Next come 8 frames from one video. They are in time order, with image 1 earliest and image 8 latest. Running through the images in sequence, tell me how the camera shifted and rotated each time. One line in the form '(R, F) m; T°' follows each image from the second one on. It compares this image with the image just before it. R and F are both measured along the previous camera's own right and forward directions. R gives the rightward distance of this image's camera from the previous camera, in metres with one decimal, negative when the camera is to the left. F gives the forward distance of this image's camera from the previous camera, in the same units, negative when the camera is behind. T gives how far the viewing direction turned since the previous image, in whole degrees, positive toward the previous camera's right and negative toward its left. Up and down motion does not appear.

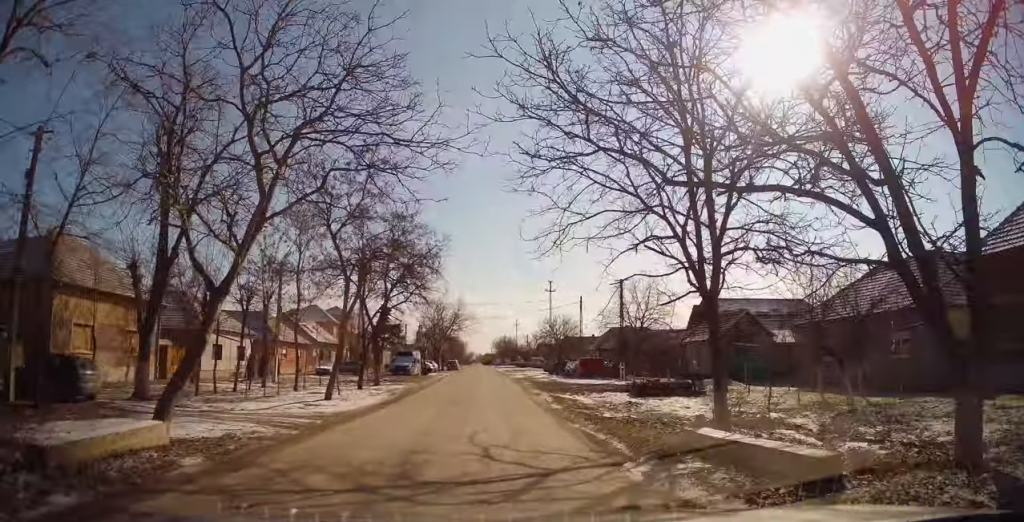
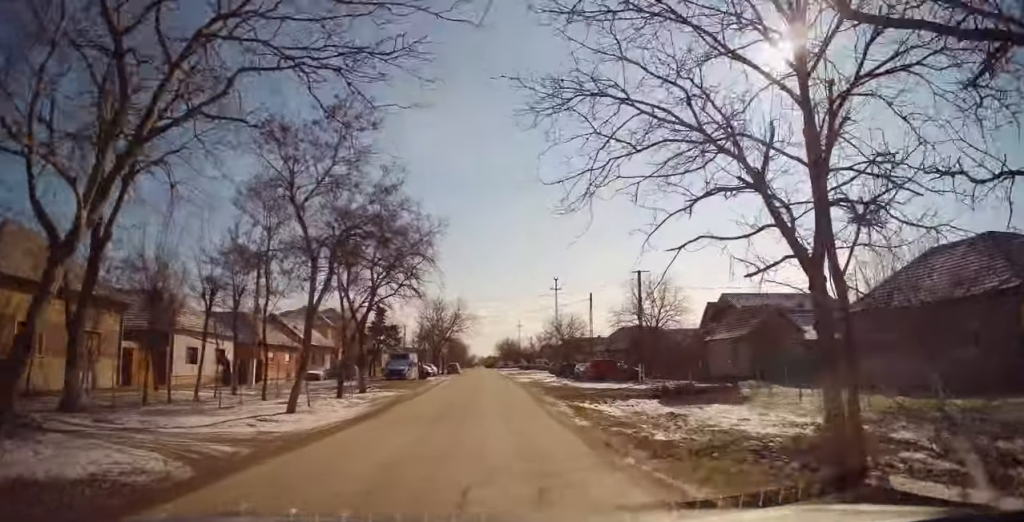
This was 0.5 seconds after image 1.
(-0.2, +3.4) m; 0°
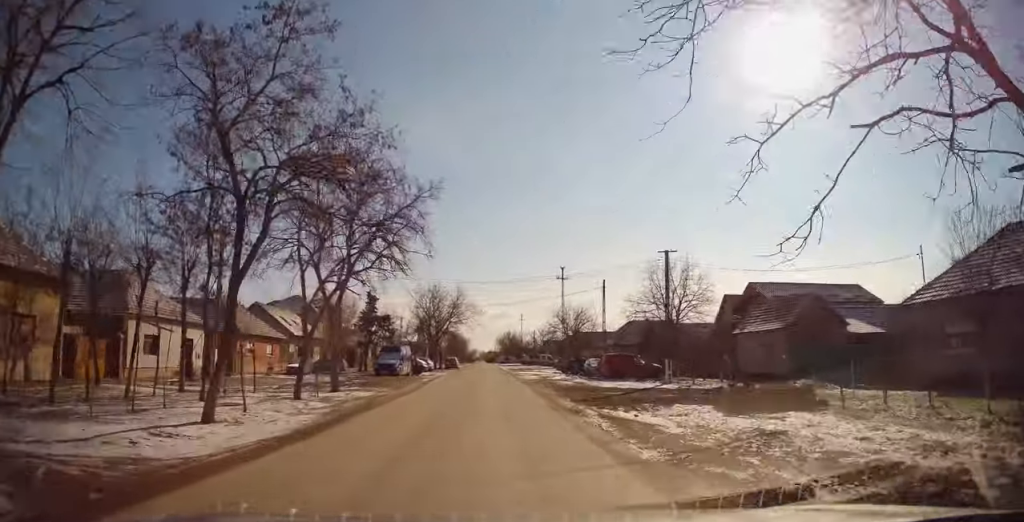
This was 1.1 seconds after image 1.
(+0.1, +4.4) m; +1°
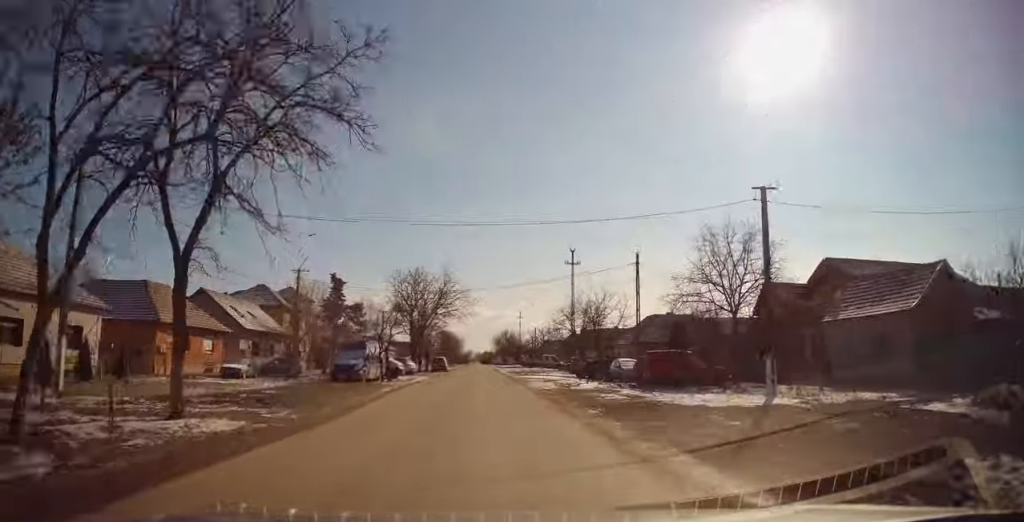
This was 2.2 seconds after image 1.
(+0.1, +9.8) m; 0°
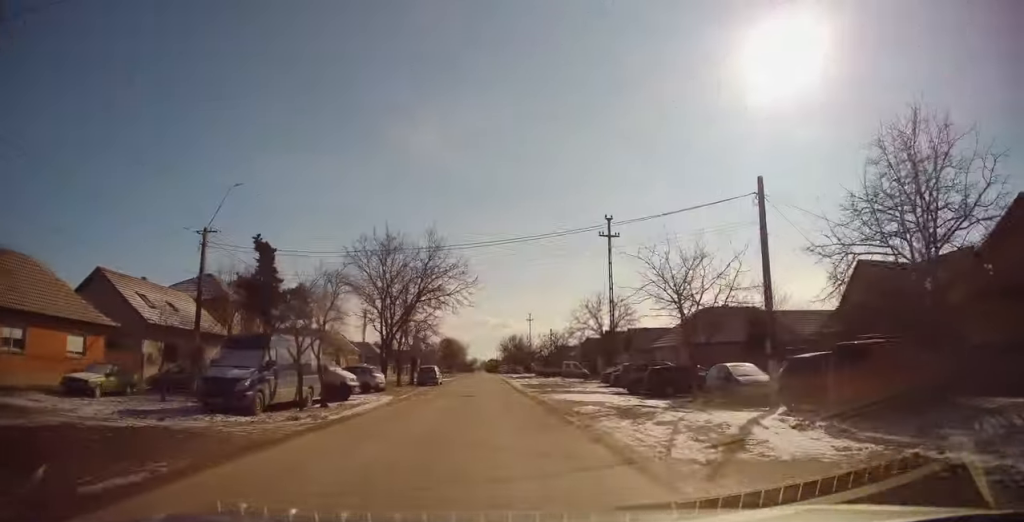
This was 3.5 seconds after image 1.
(-0.3, +15.2) m; -1°
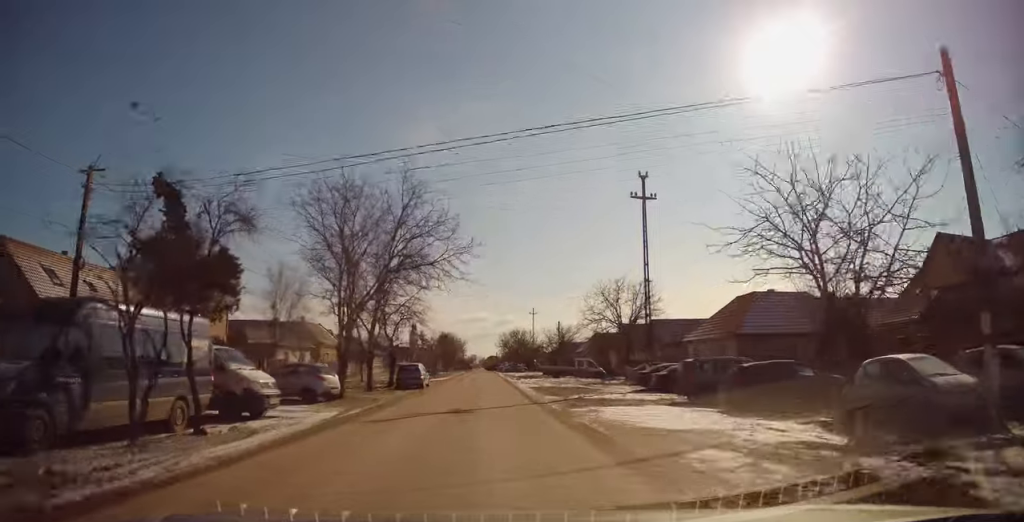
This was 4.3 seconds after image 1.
(0.0, +9.1) m; 0°
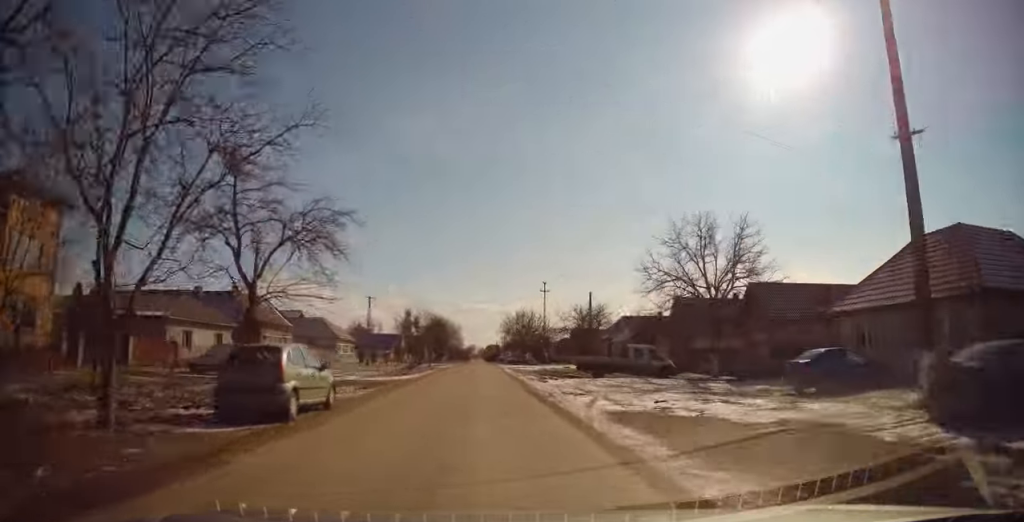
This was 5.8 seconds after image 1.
(+0.2, +20.3) m; +2°
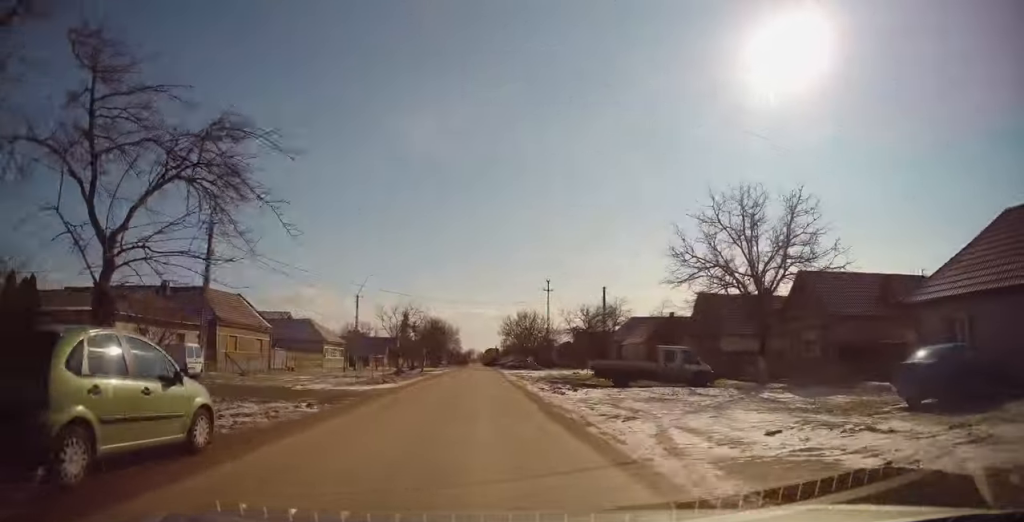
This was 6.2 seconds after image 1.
(+0.1, +6.0) m; 0°
